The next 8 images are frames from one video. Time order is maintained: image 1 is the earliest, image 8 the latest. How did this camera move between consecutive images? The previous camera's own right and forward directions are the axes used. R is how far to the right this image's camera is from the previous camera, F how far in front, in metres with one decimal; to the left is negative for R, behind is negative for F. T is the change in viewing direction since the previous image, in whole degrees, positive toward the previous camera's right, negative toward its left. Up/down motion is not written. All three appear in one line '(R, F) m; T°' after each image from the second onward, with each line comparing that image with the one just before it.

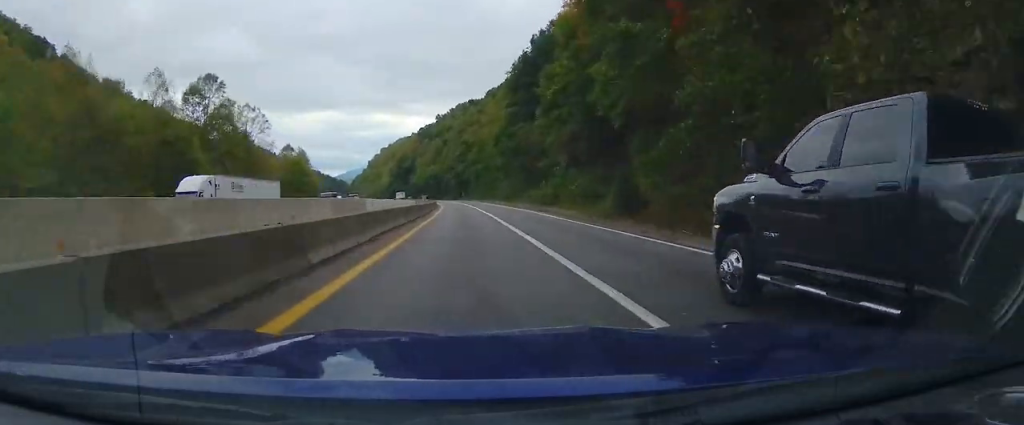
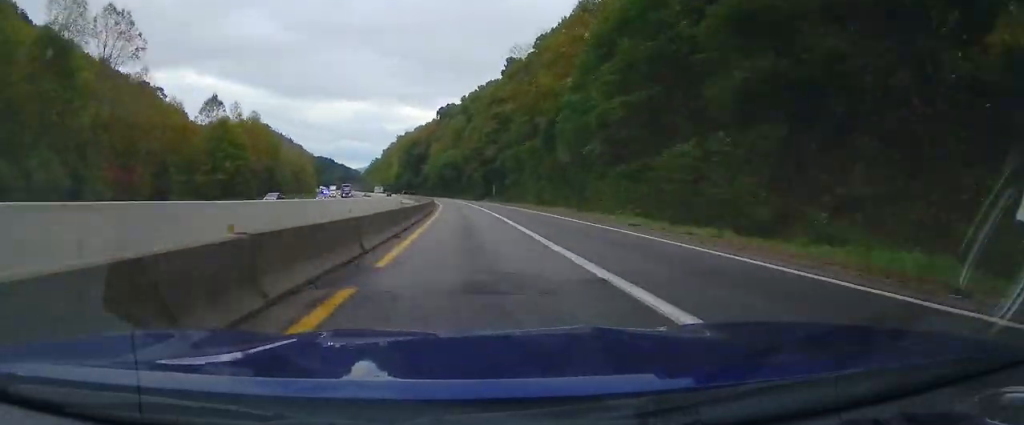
(-0.9, +73.2) m; -3°
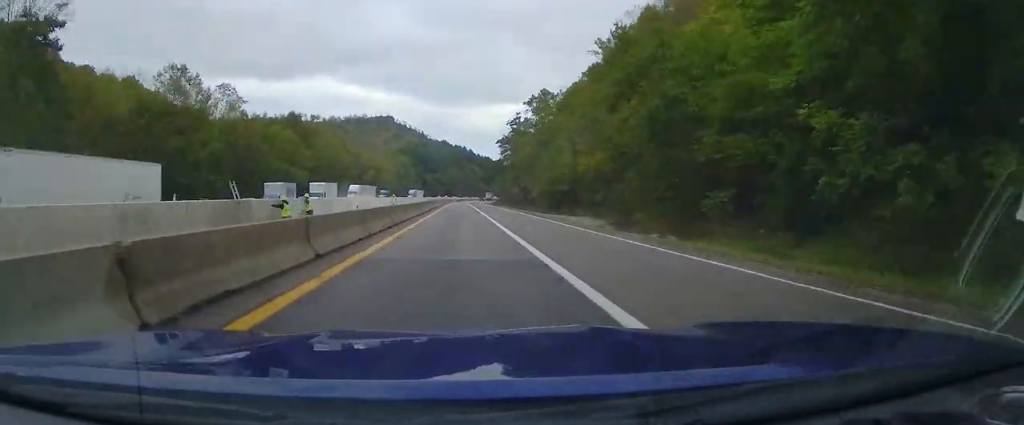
(-46.8, +307.3) m; -12°
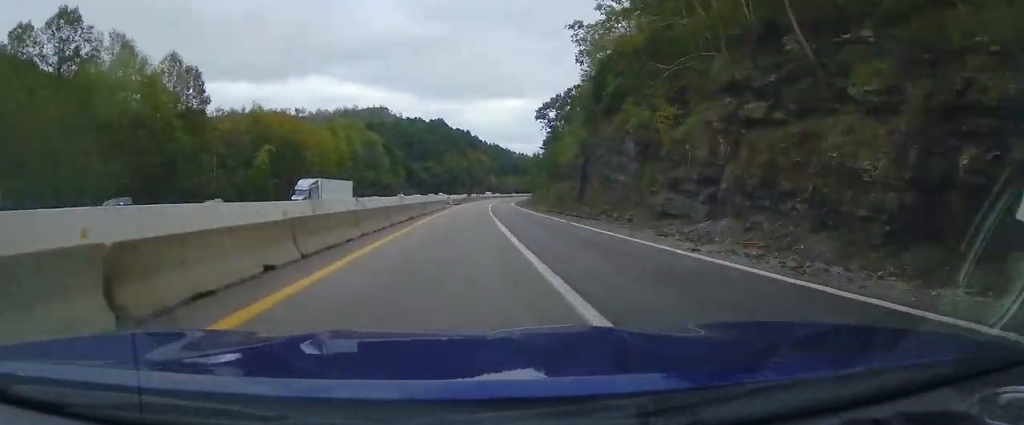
(+0.1, +100.5) m; +2°
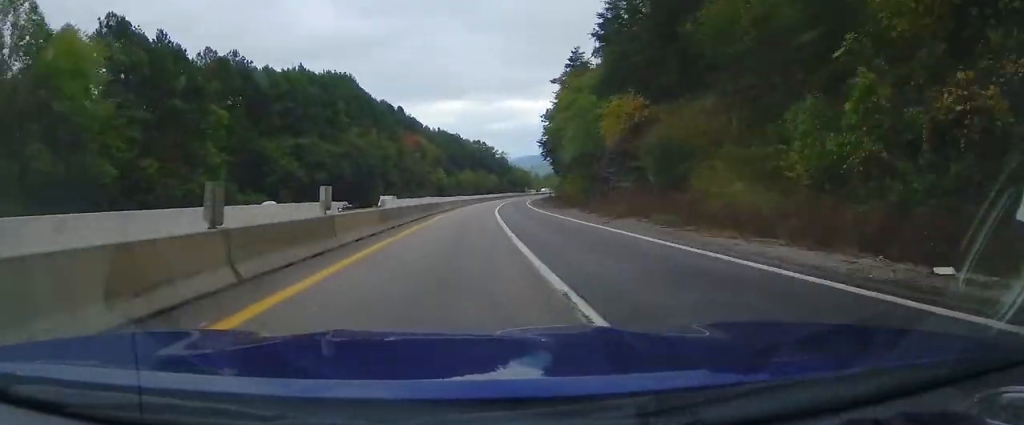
(+4.3, +119.0) m; +6°
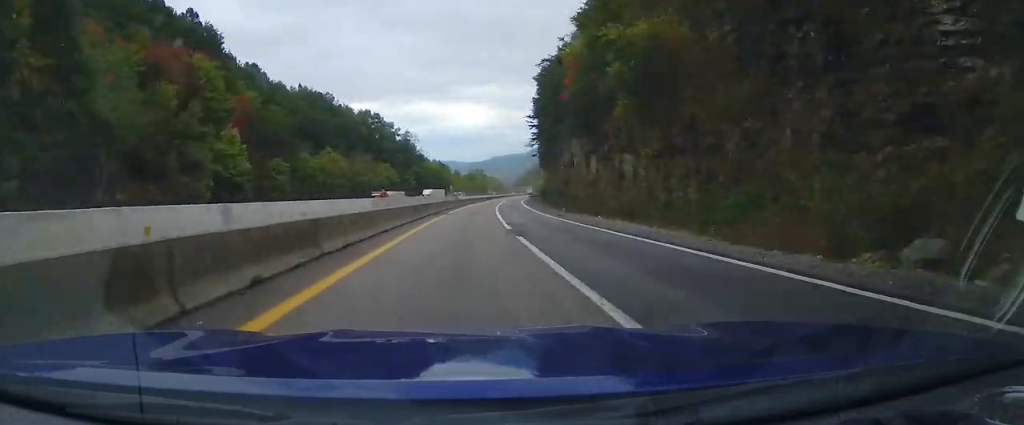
(+8.2, +129.5) m; +7°
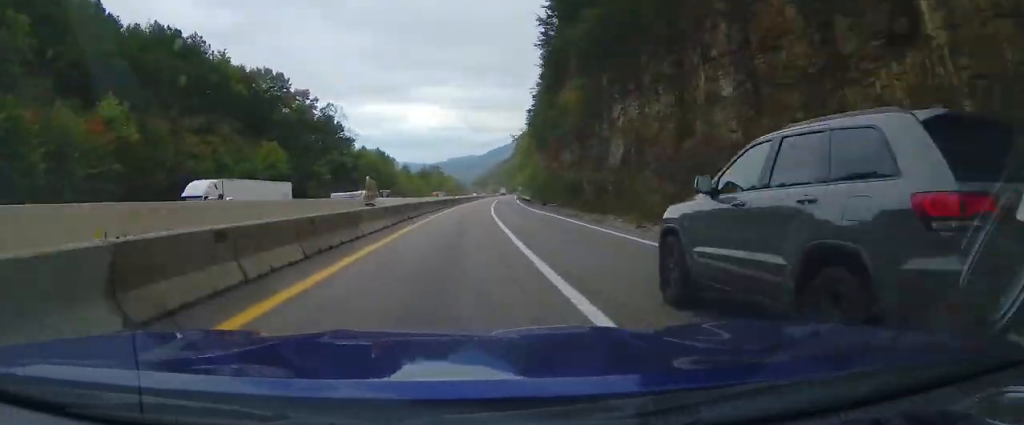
(+2.7, +68.0) m; +3°
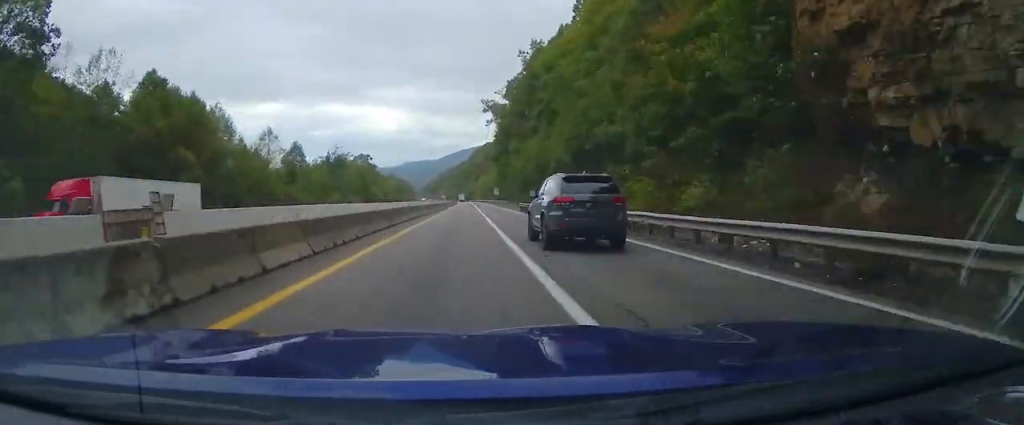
(+5.2, +110.0) m; +3°
